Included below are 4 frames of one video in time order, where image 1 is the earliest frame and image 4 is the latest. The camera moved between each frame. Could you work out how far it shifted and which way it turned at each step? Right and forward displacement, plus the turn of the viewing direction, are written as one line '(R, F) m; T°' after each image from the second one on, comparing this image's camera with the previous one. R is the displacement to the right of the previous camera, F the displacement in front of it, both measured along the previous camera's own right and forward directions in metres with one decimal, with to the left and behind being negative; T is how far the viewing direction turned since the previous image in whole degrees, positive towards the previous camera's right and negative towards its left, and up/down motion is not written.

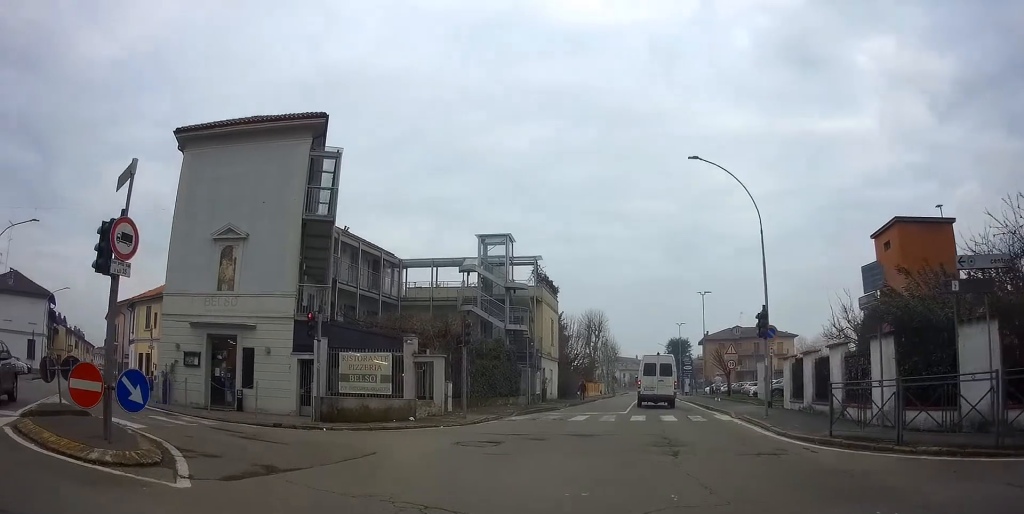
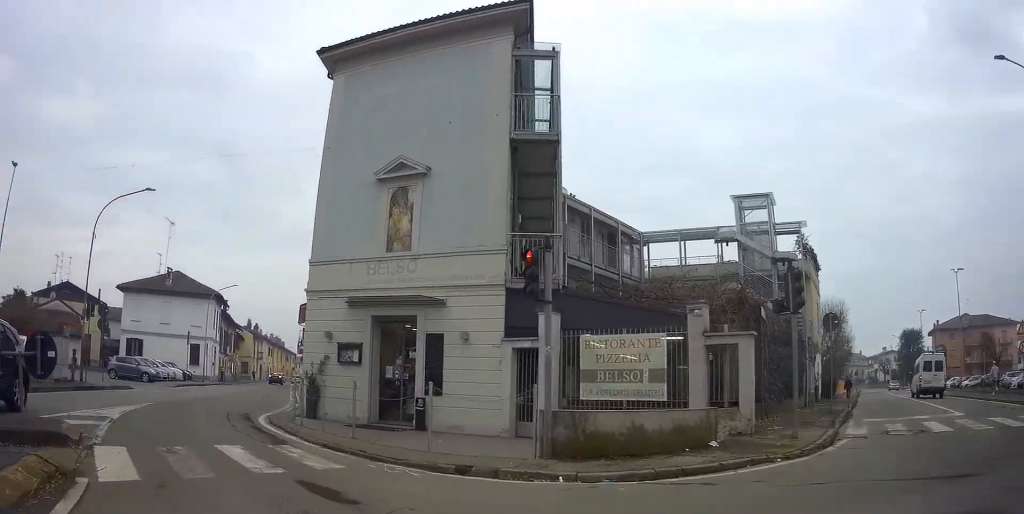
(-0.4, +7.4) m; -14°
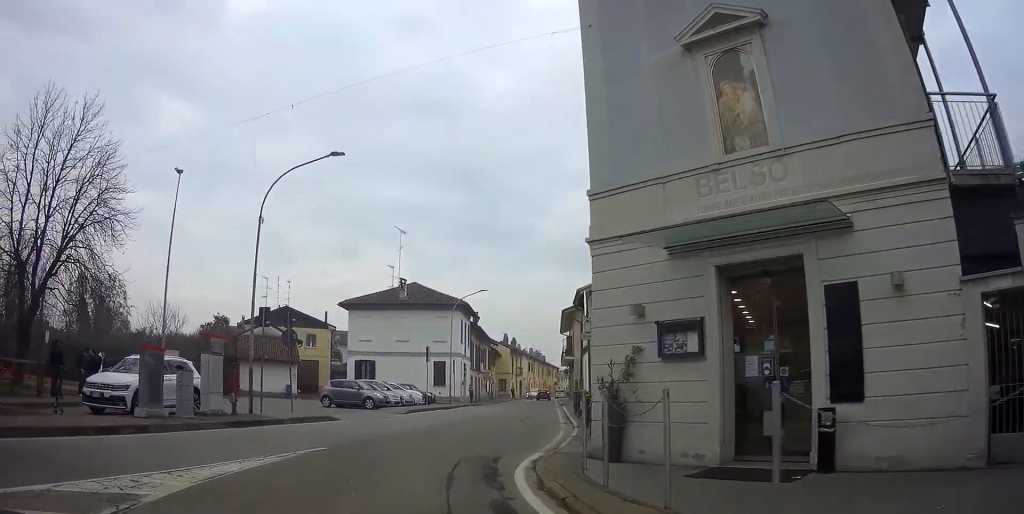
(-1.5, +5.7) m; -30°
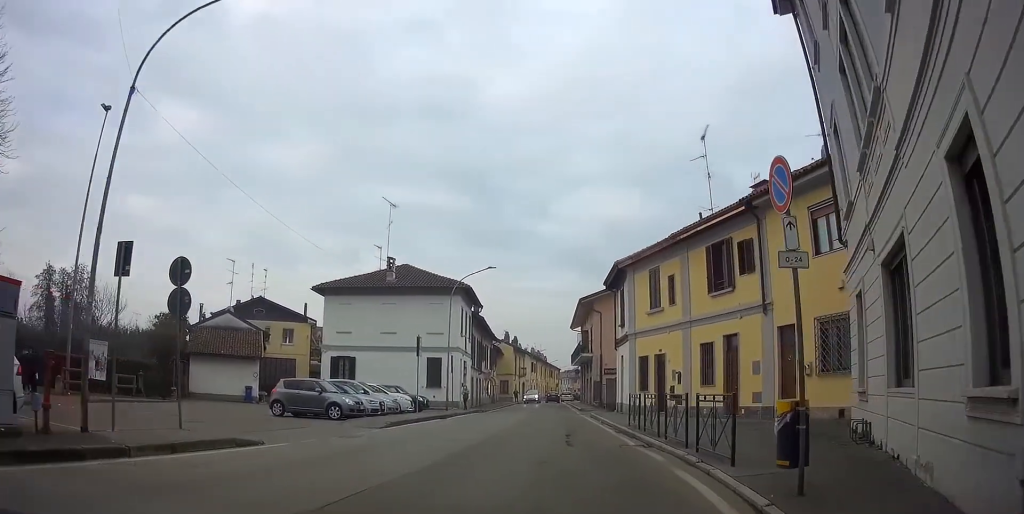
(0.0, +7.3) m; +11°
